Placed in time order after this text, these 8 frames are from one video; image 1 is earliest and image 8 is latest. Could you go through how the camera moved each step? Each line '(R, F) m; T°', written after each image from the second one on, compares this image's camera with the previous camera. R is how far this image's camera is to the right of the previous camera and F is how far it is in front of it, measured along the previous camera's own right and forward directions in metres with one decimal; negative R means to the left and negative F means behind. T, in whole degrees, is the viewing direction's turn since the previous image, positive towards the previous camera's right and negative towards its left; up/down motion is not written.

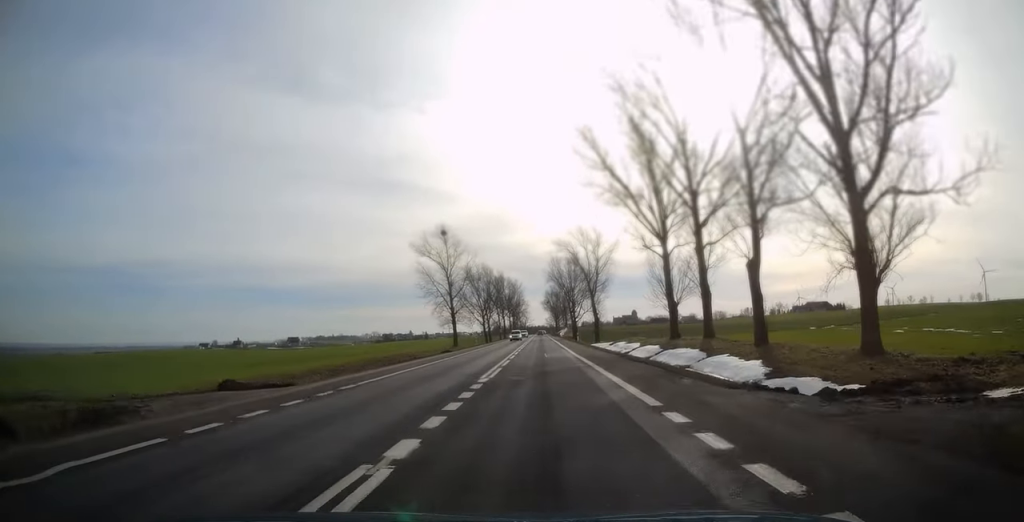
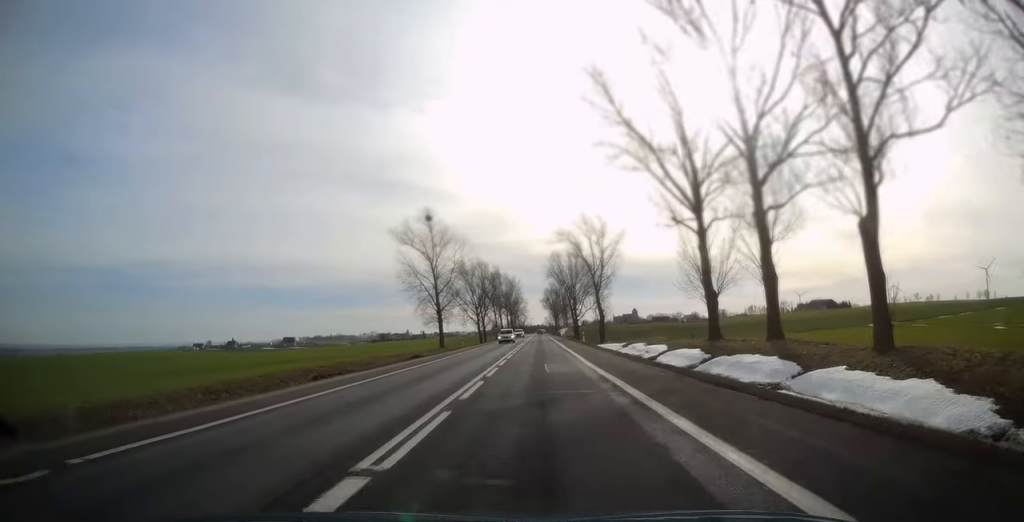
(0.0, +12.0) m; 0°
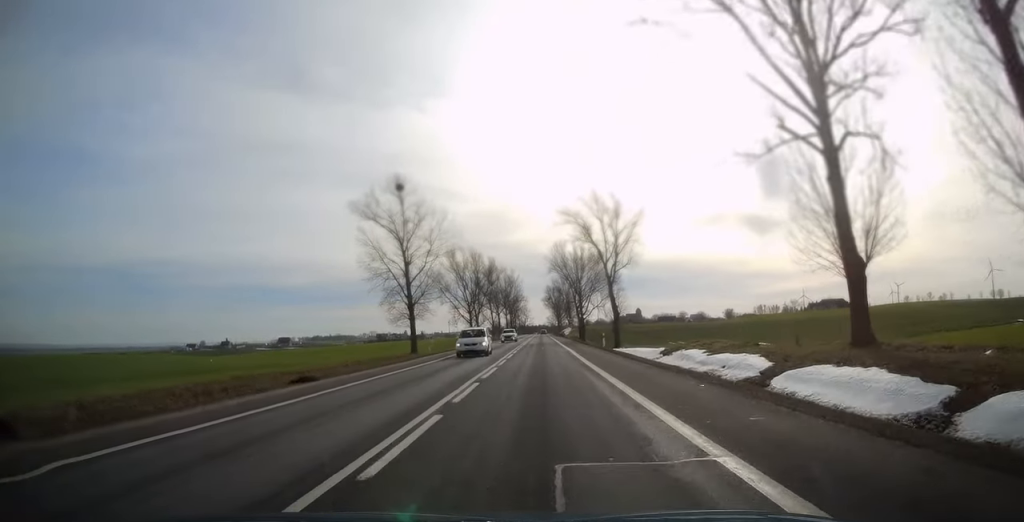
(-0.1, +18.3) m; 0°
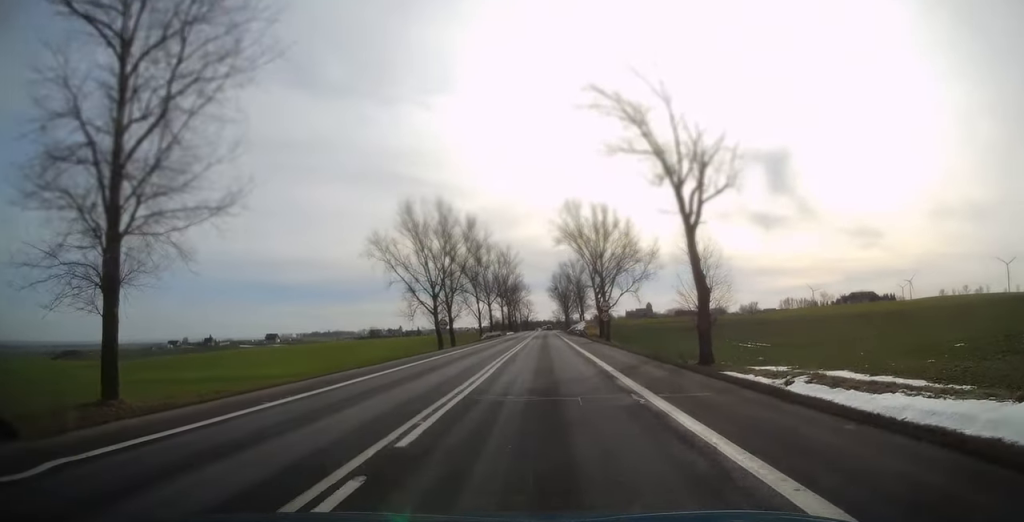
(-0.1, +46.6) m; 0°
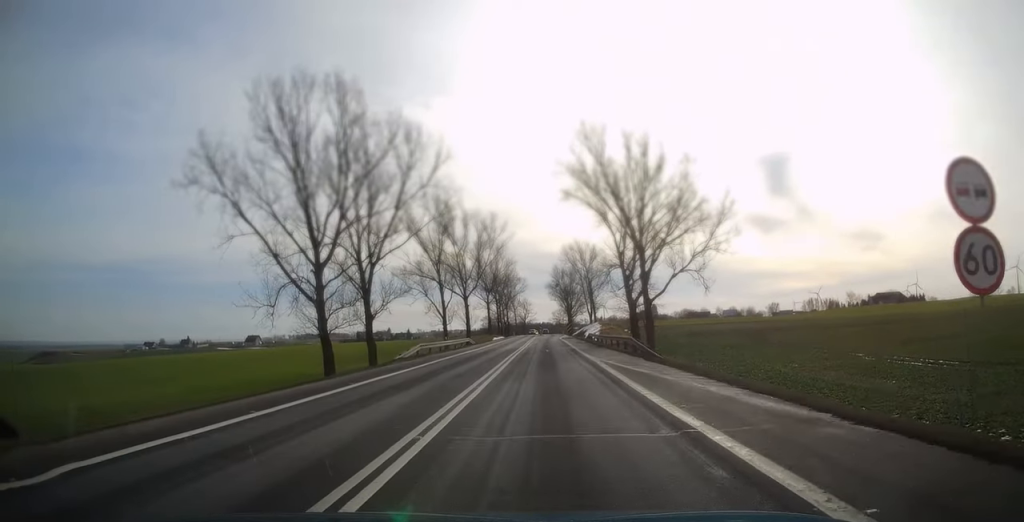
(0.0, +43.8) m; 0°
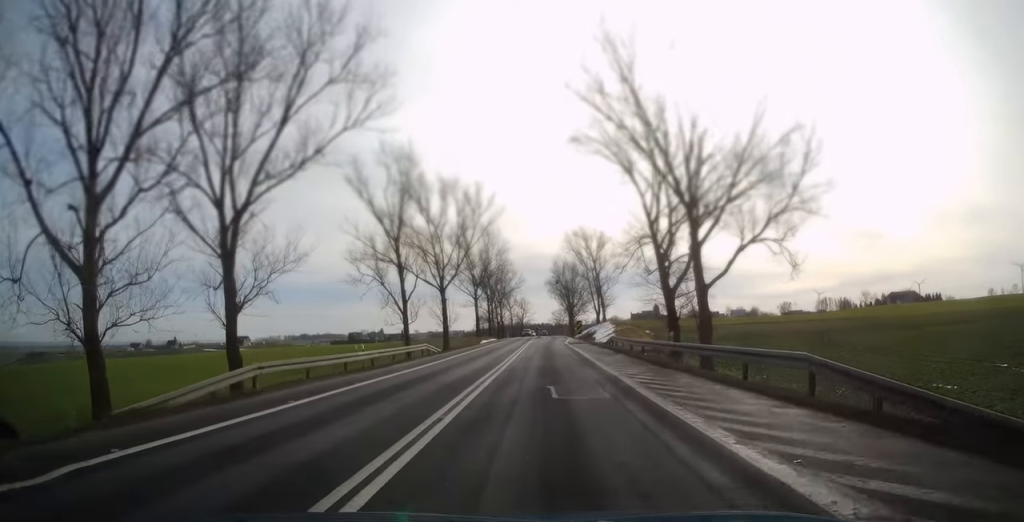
(0.0, +22.6) m; 0°
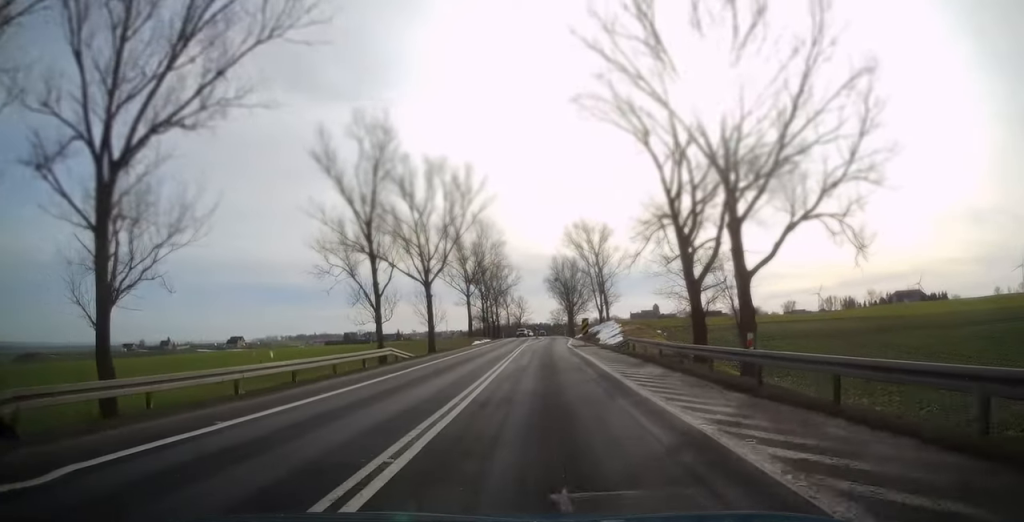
(0.0, +9.2) m; 0°
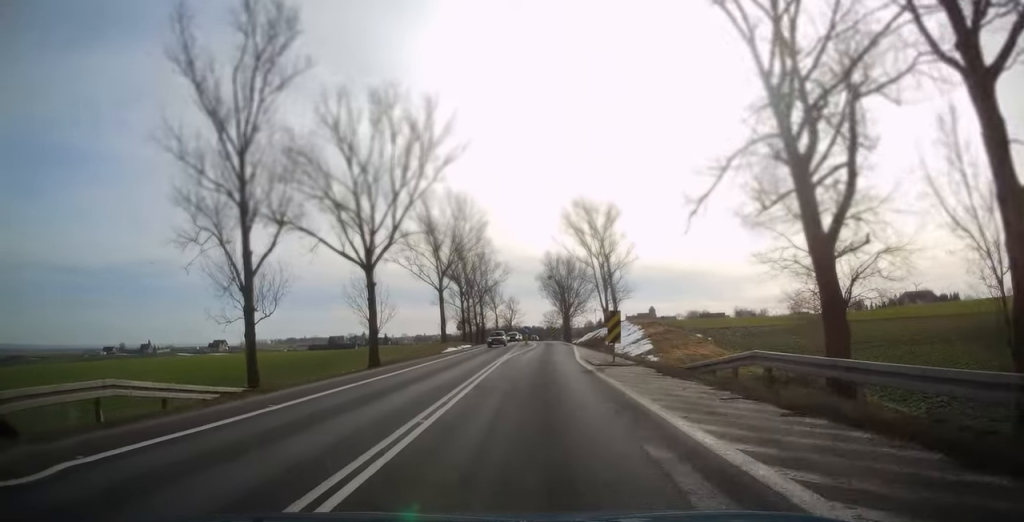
(0.0, +21.4) m; +1°
